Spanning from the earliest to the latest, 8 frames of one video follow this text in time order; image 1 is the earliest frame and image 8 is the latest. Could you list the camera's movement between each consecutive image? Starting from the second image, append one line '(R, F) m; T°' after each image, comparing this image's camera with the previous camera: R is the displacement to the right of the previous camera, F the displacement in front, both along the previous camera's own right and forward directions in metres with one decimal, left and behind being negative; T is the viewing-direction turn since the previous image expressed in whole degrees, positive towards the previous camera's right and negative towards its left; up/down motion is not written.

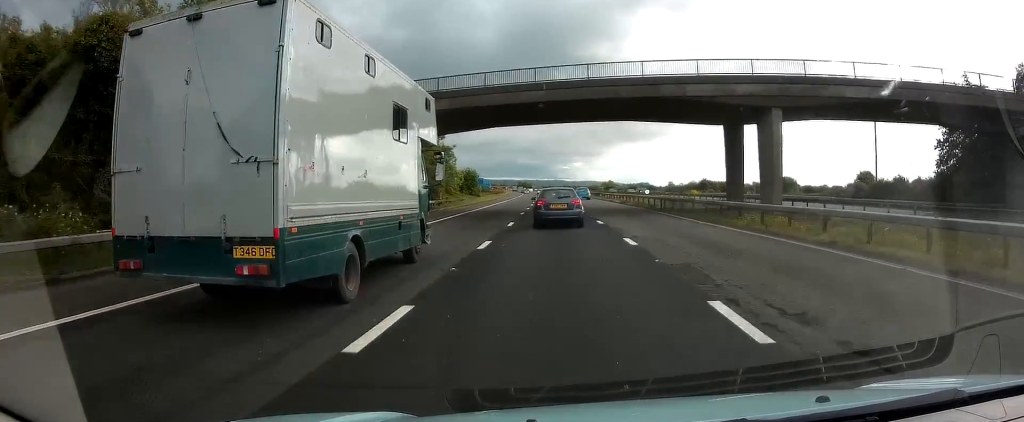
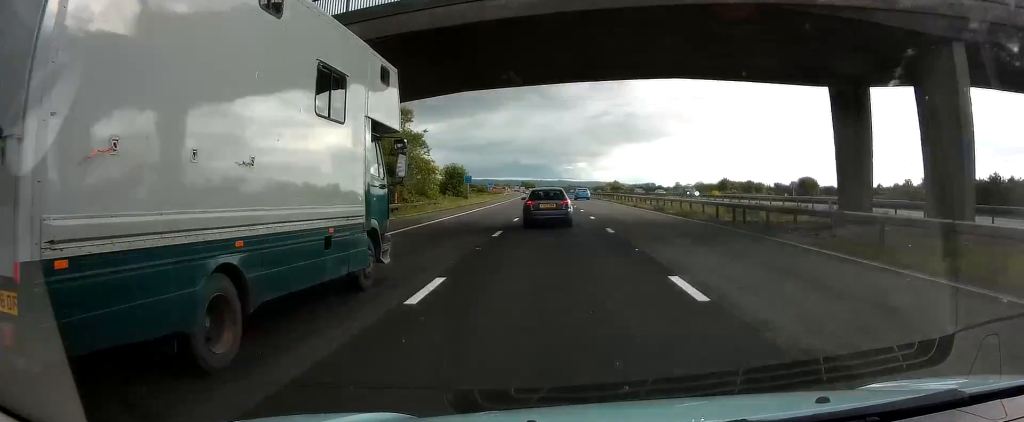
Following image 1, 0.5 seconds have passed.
(0.0, +14.9) m; 0°
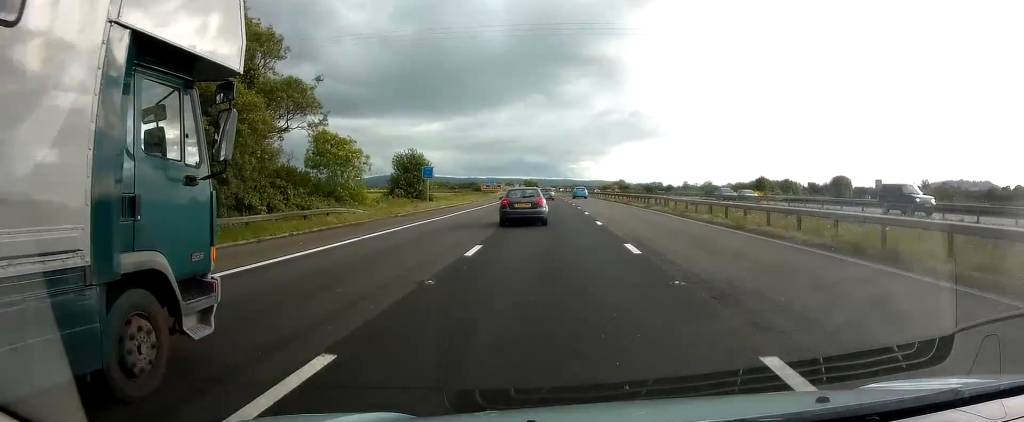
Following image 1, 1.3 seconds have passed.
(-0.1, +22.8) m; -1°
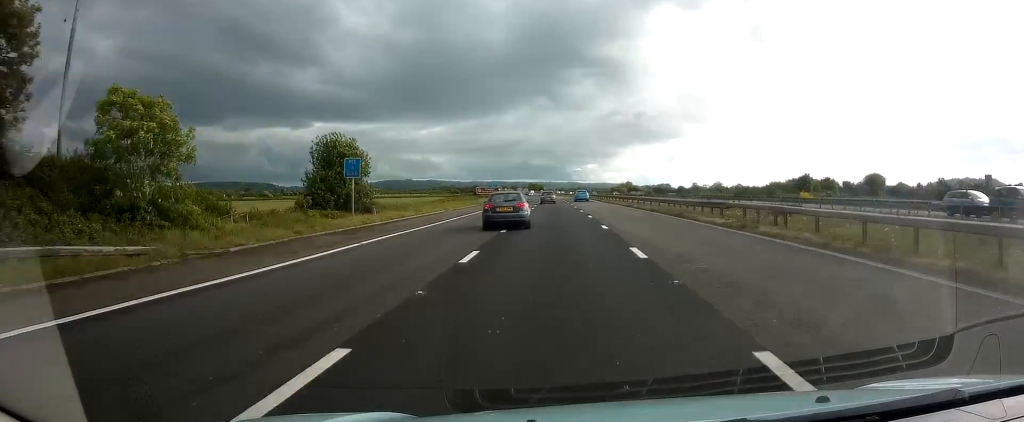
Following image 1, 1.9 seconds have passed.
(-0.1, +18.0) m; -1°
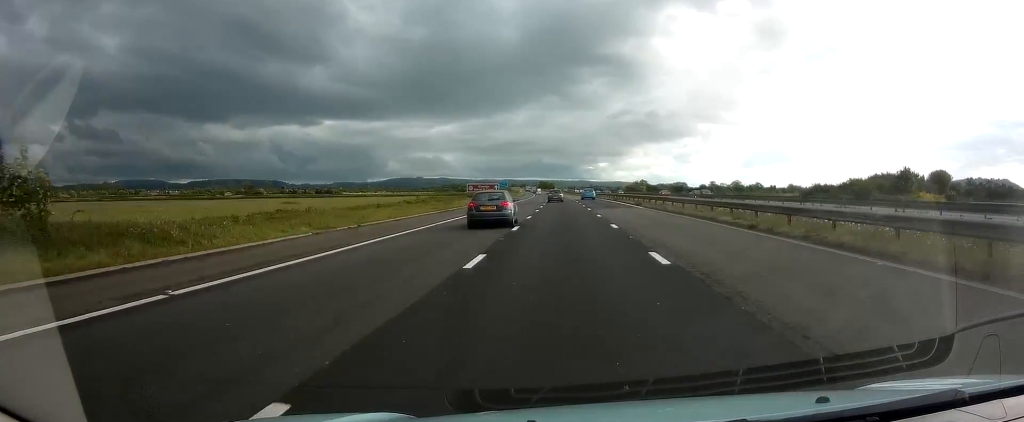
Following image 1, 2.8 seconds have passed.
(-0.3, +27.1) m; -2°
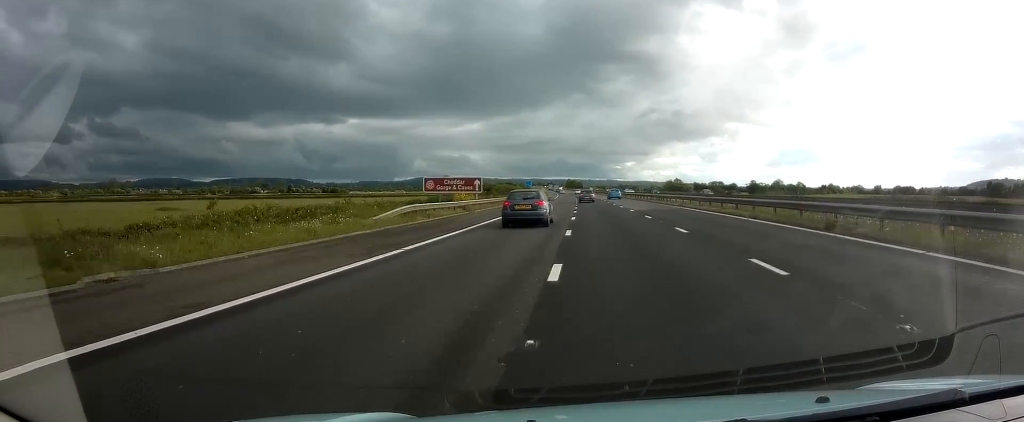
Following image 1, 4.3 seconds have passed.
(-0.8, +46.8) m; -1°
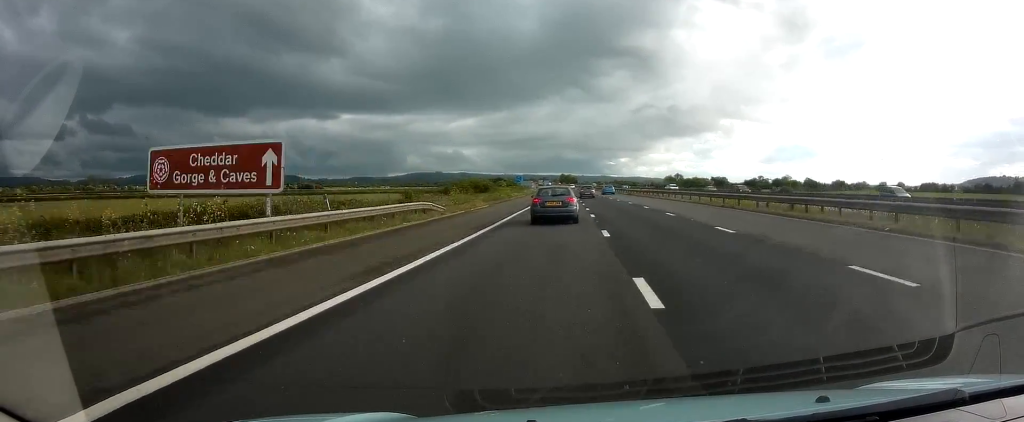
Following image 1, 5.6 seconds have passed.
(-0.2, +37.5) m; 0°
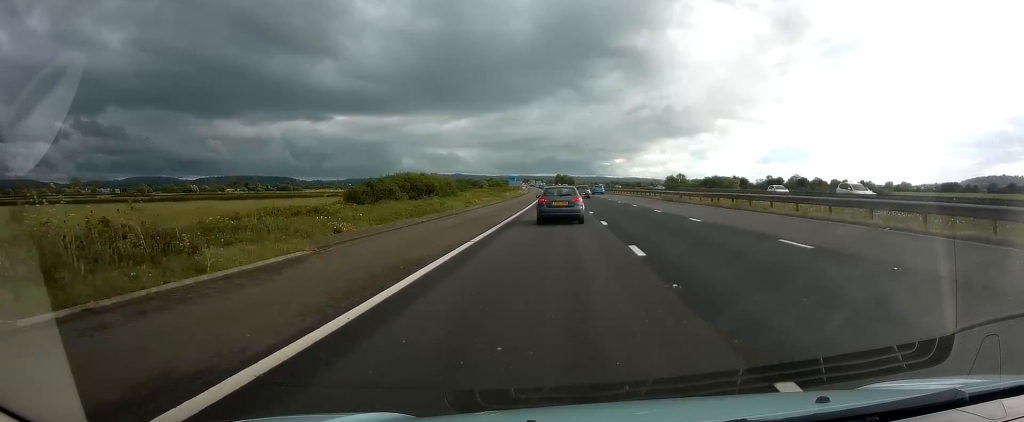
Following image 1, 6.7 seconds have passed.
(0.0, +31.1) m; +1°
